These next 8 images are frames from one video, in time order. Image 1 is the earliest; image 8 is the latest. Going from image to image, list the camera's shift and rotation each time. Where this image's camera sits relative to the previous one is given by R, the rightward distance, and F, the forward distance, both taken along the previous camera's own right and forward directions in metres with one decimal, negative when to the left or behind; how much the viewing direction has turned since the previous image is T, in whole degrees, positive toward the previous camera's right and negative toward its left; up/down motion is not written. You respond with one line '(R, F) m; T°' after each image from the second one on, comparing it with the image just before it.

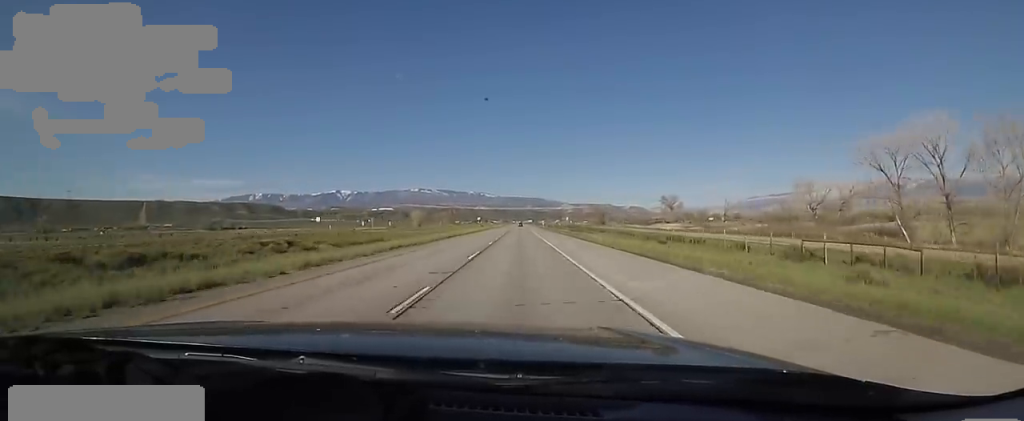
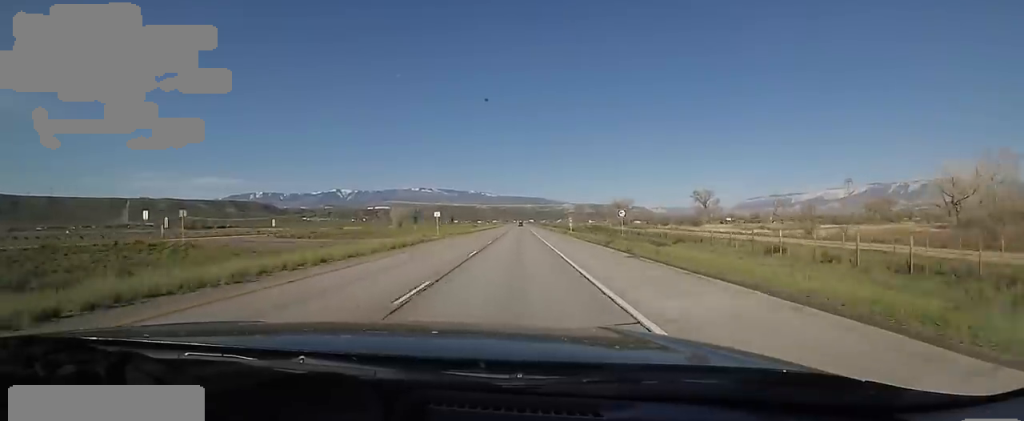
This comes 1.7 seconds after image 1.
(-0.5, +60.0) m; -2°
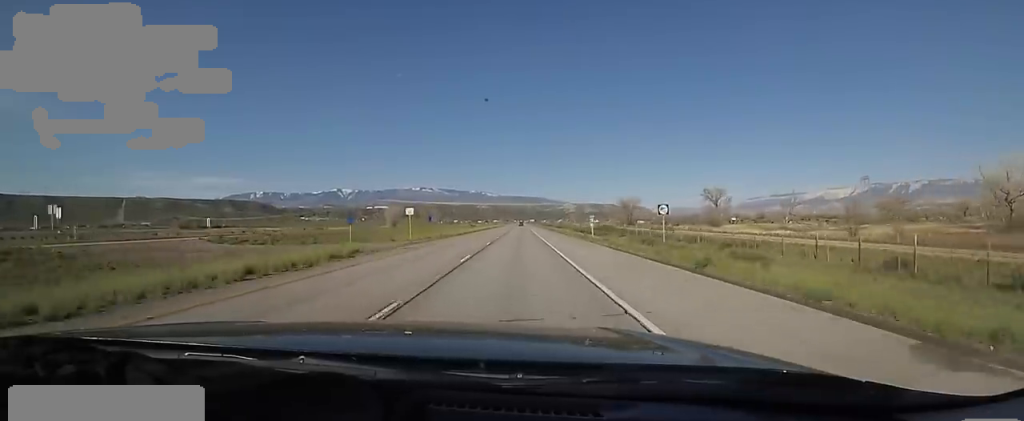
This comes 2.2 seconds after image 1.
(-0.5, +15.0) m; 0°
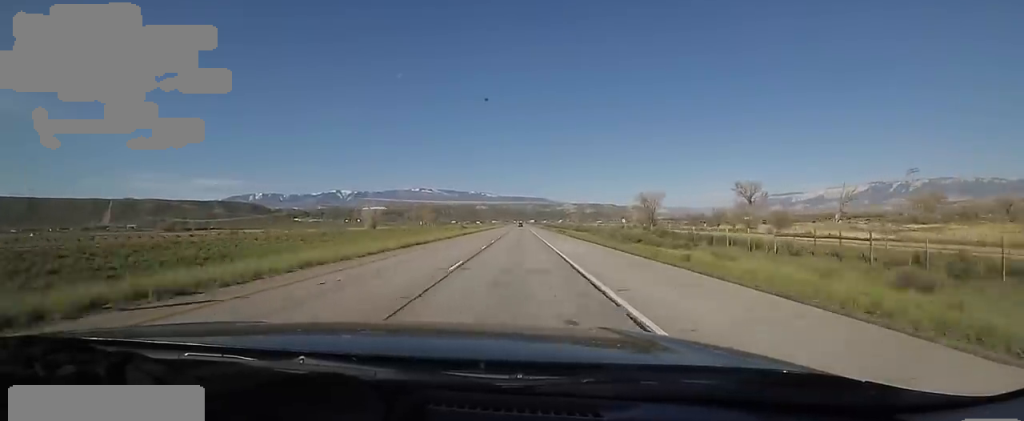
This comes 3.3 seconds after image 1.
(+1.2, +40.1) m; +2°
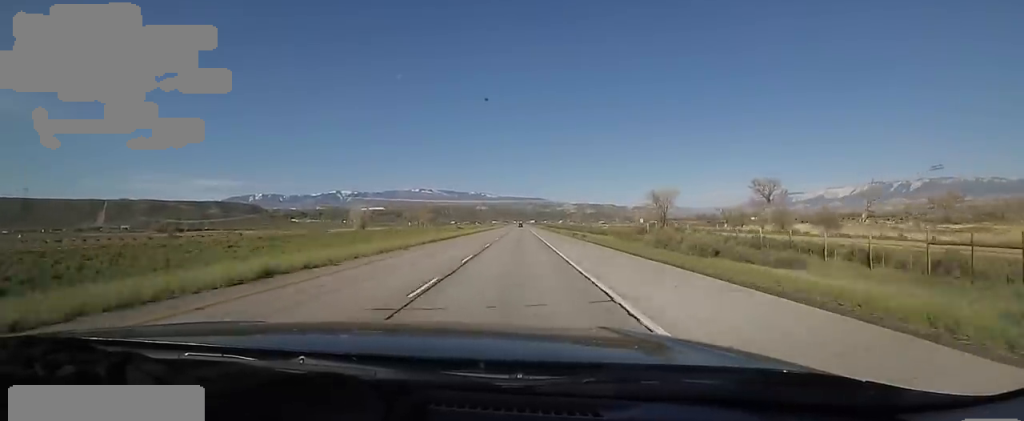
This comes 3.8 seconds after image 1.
(0.0, +17.0) m; 0°
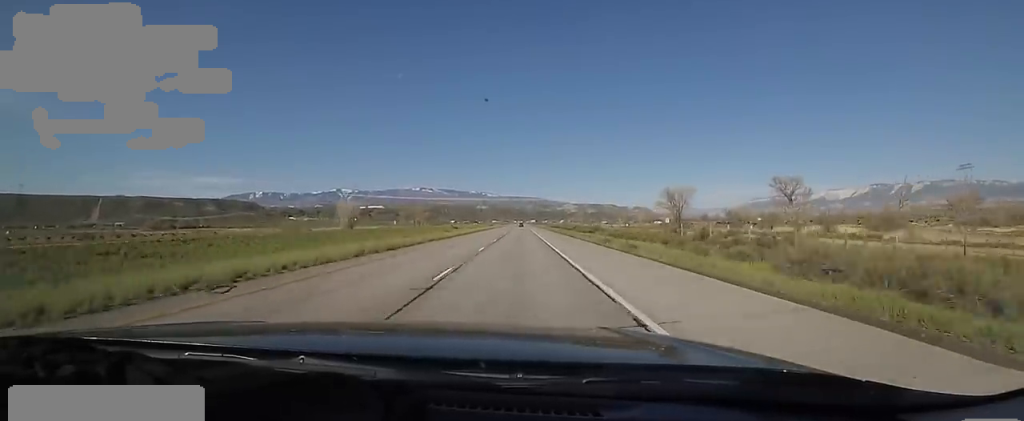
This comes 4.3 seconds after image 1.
(0.0, +17.0) m; 0°
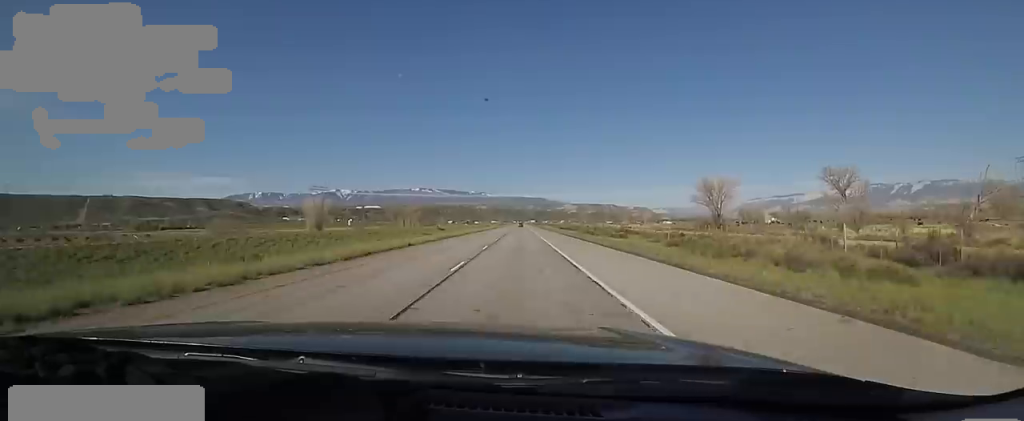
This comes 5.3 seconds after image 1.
(0.0, +33.7) m; -1°
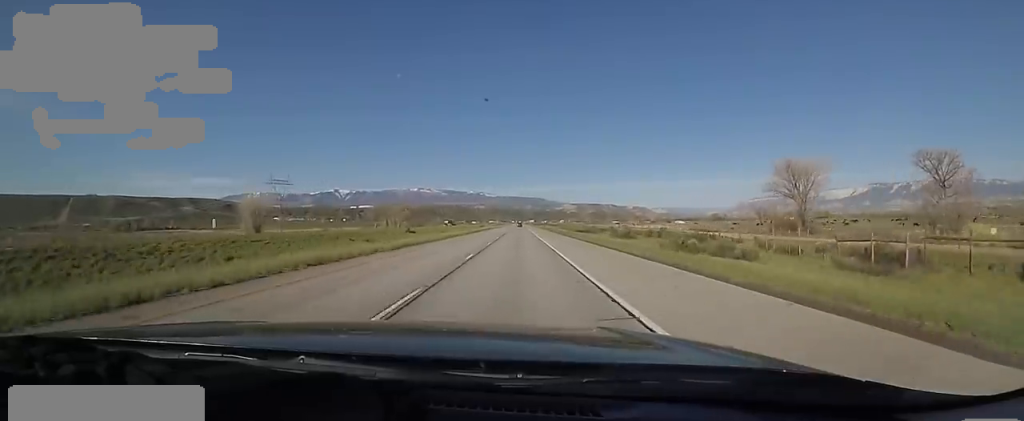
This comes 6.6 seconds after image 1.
(-0.4, +42.7) m; 0°
